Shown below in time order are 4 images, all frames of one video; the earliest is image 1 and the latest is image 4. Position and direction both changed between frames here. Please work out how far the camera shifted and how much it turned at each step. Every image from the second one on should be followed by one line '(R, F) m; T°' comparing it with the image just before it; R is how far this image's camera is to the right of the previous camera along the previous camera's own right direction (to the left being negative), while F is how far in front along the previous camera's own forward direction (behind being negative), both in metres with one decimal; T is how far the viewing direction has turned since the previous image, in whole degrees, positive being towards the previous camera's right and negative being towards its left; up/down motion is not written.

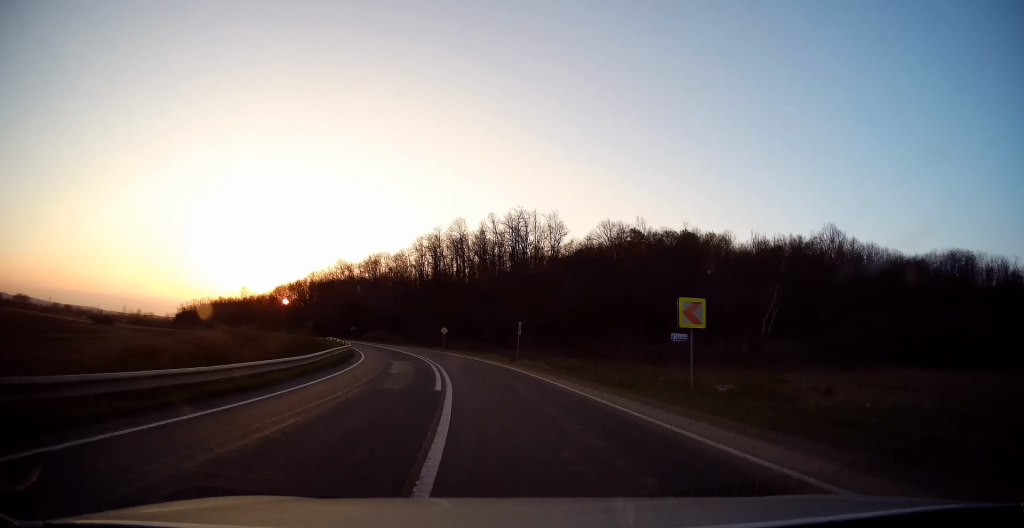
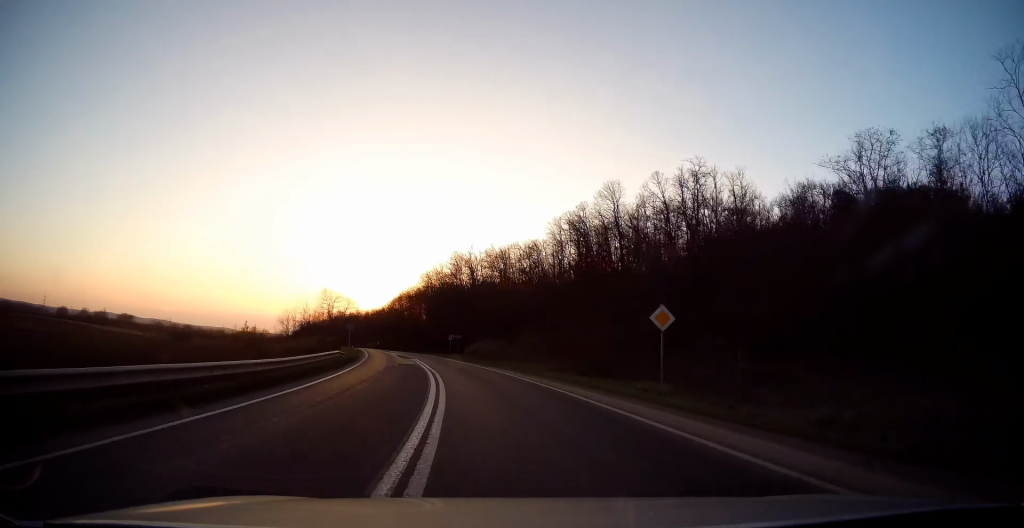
(-5.3, +42.3) m; -14°
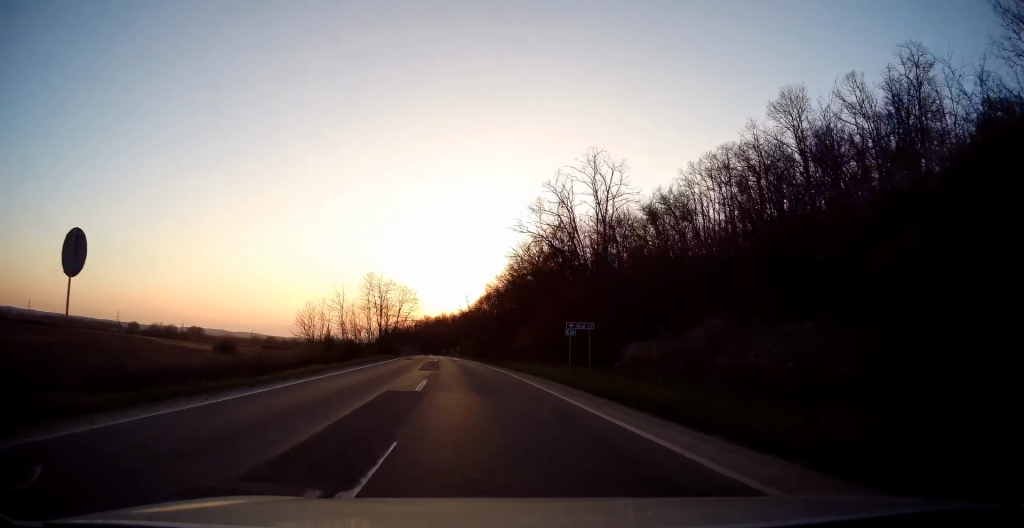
(-4.3, +39.0) m; -11°
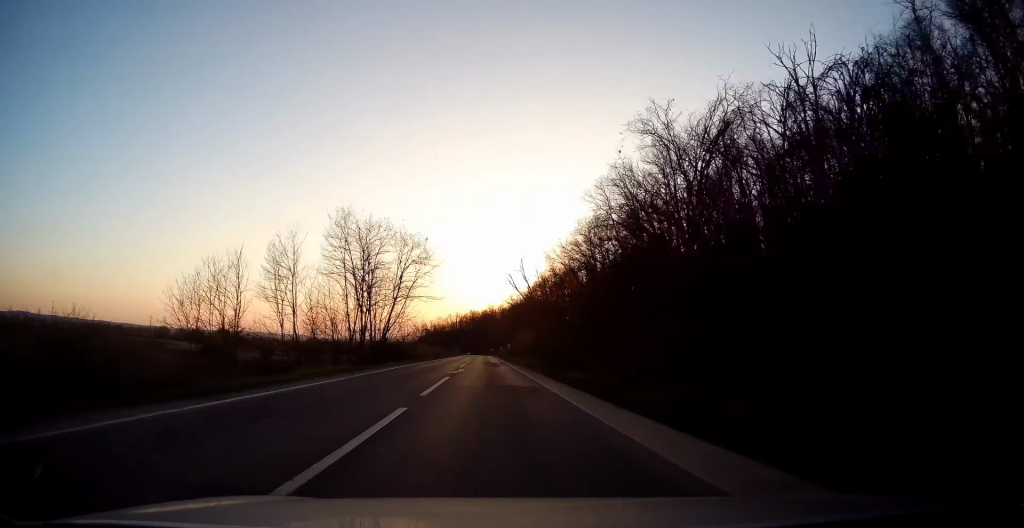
(-2.4, +42.1) m; -5°
